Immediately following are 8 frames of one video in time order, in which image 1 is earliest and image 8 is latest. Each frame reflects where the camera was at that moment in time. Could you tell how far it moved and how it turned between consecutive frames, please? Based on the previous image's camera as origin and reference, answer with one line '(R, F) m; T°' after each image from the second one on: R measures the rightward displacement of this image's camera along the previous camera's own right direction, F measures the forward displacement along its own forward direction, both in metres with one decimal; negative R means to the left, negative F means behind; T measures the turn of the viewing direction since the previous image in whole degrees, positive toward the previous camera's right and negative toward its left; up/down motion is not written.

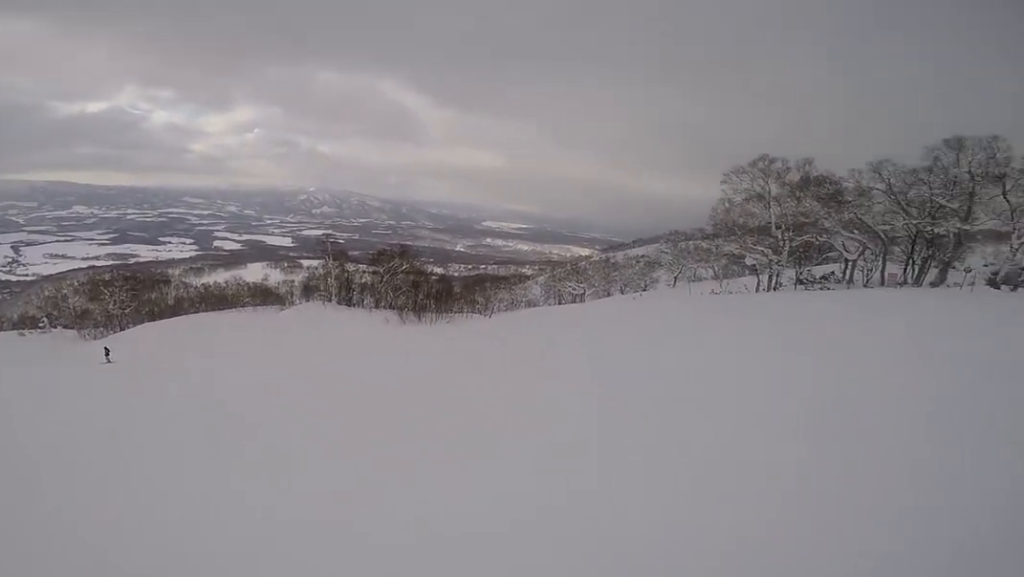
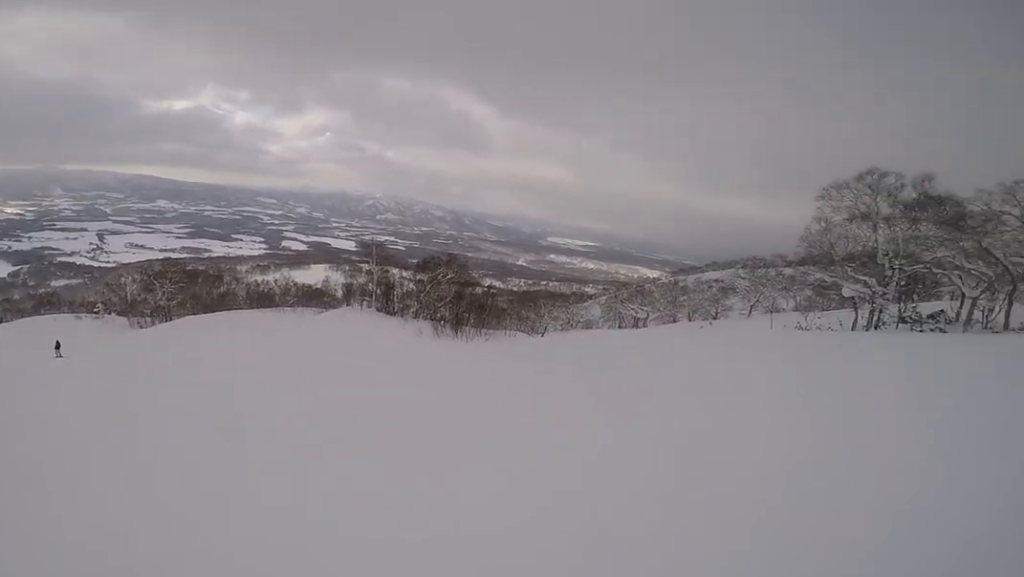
(-0.7, +6.5) m; -19°
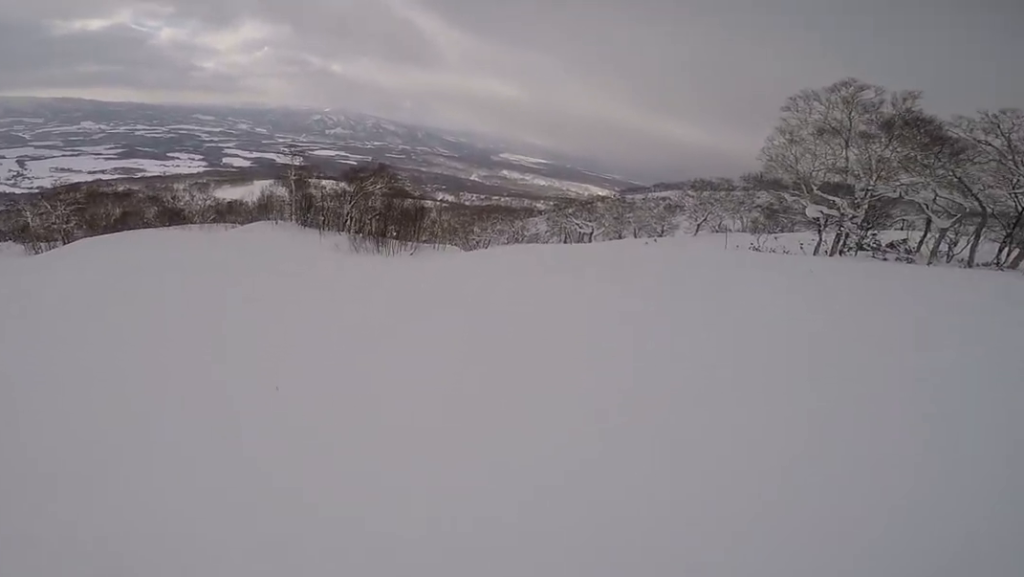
(+0.2, +8.2) m; -21°
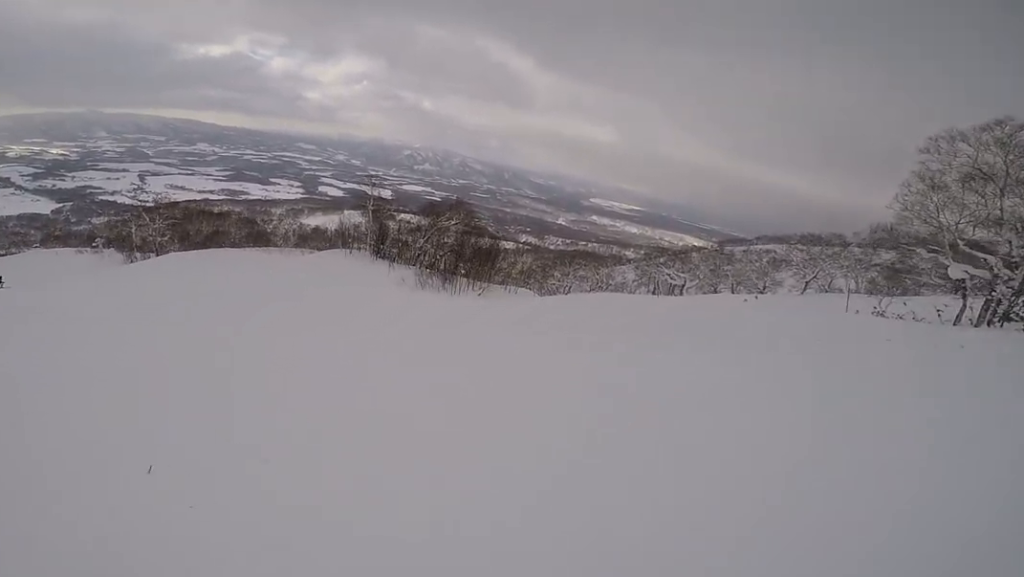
(-1.2, +2.5) m; -24°
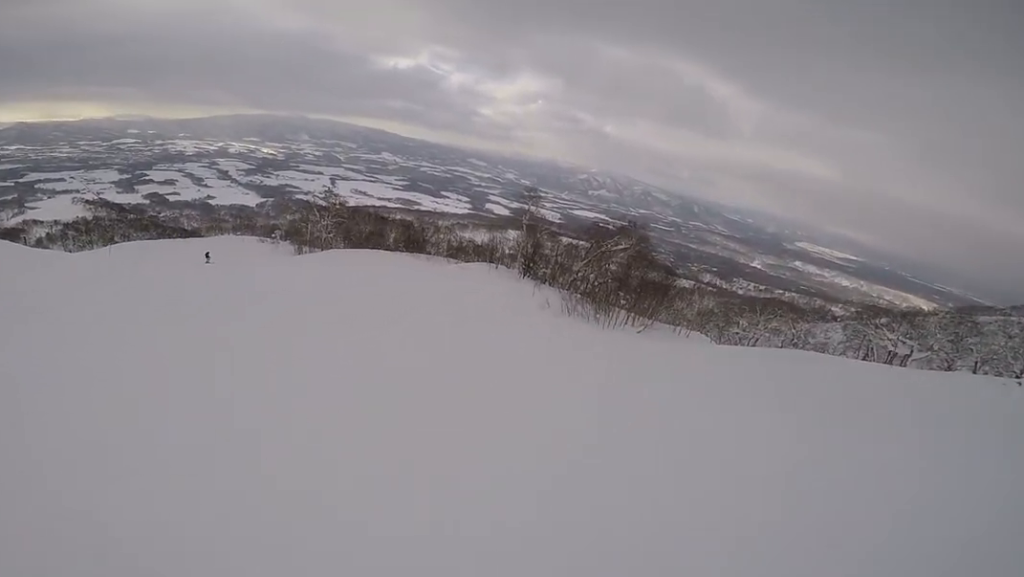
(-1.1, +3.8) m; -30°
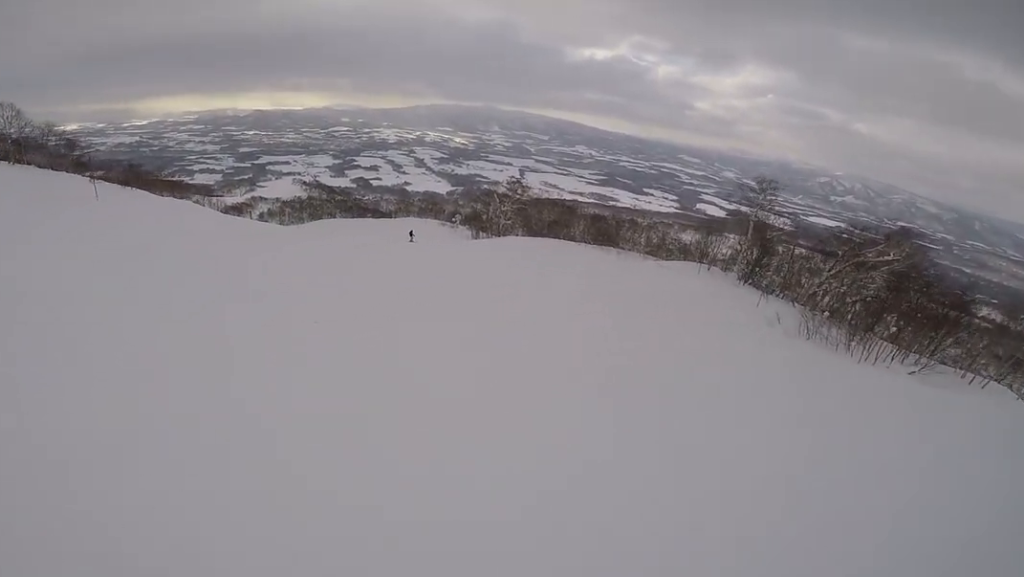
(-0.9, +4.0) m; -20°
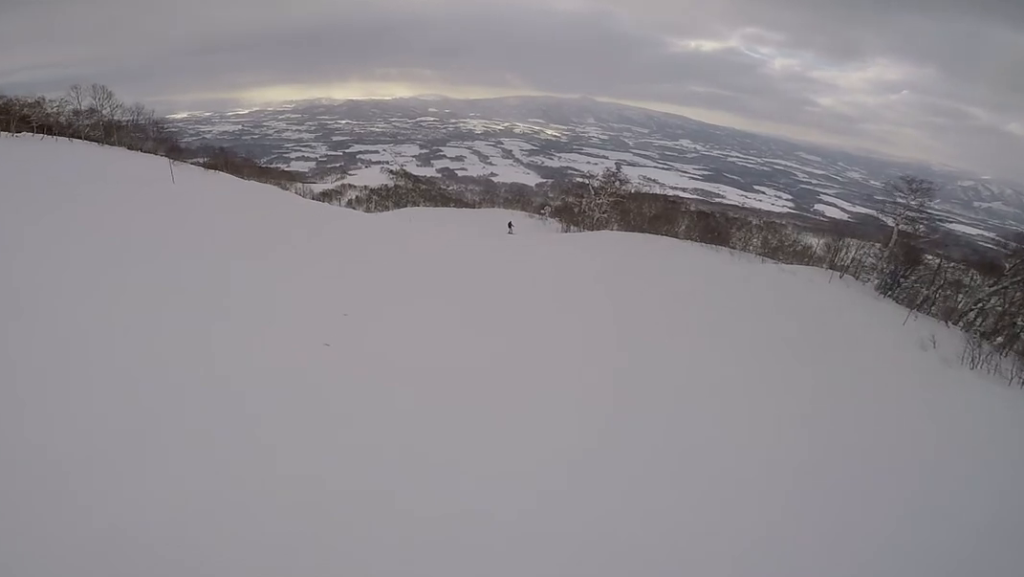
(-0.3, +2.2) m; -8°
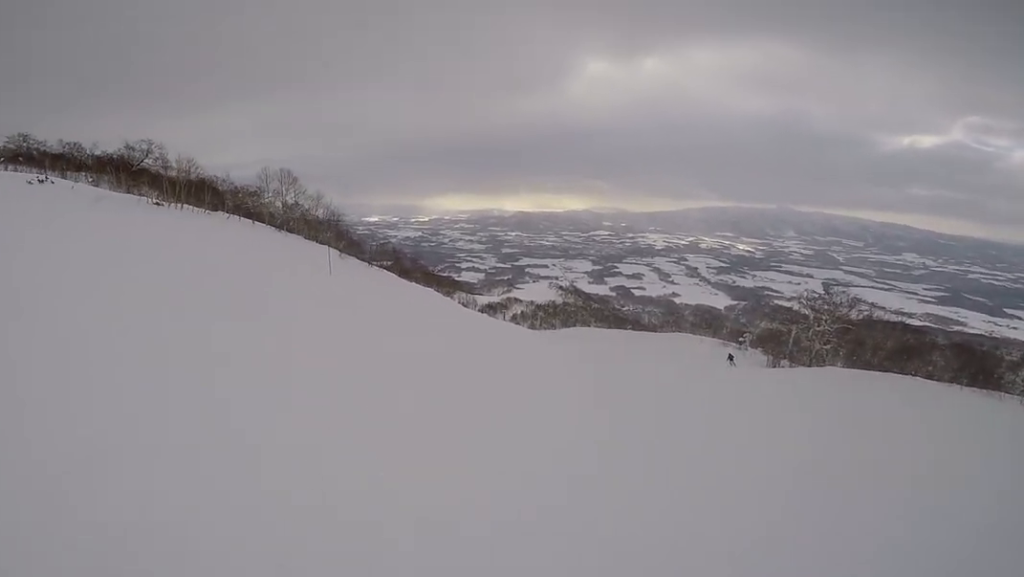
(-0.6, +4.5) m; -5°
